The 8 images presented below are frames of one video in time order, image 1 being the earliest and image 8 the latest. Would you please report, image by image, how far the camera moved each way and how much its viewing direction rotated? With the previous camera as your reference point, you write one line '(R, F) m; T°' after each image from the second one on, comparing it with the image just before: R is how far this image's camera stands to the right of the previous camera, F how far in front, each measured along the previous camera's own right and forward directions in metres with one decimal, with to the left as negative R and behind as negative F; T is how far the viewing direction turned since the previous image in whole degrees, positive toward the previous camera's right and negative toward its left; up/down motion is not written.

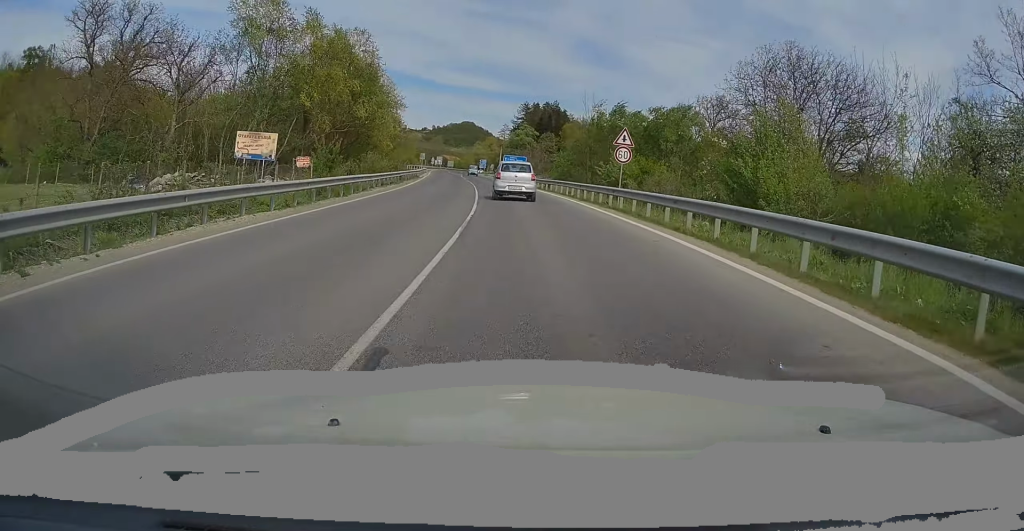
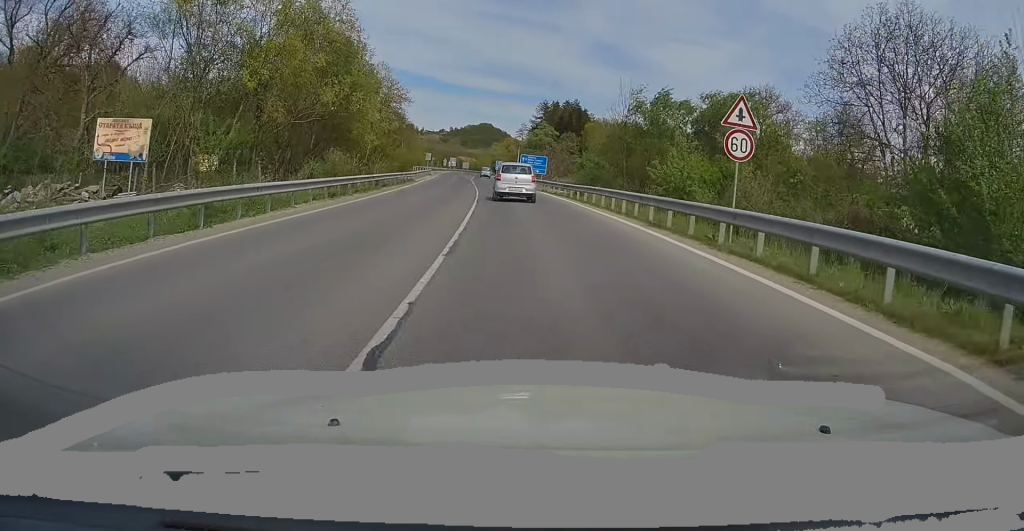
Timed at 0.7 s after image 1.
(-0.7, +12.3) m; -2°
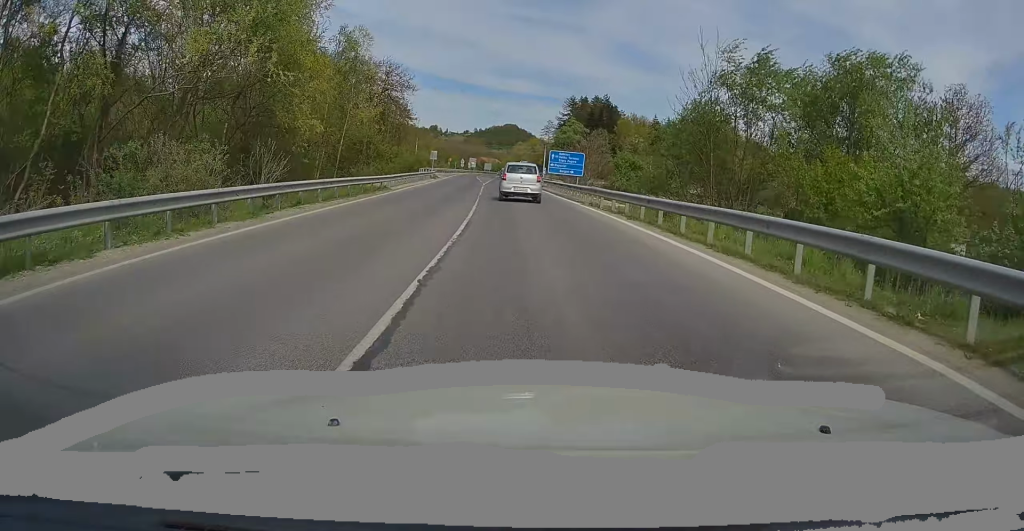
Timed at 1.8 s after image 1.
(-0.2, +17.4) m; -1°
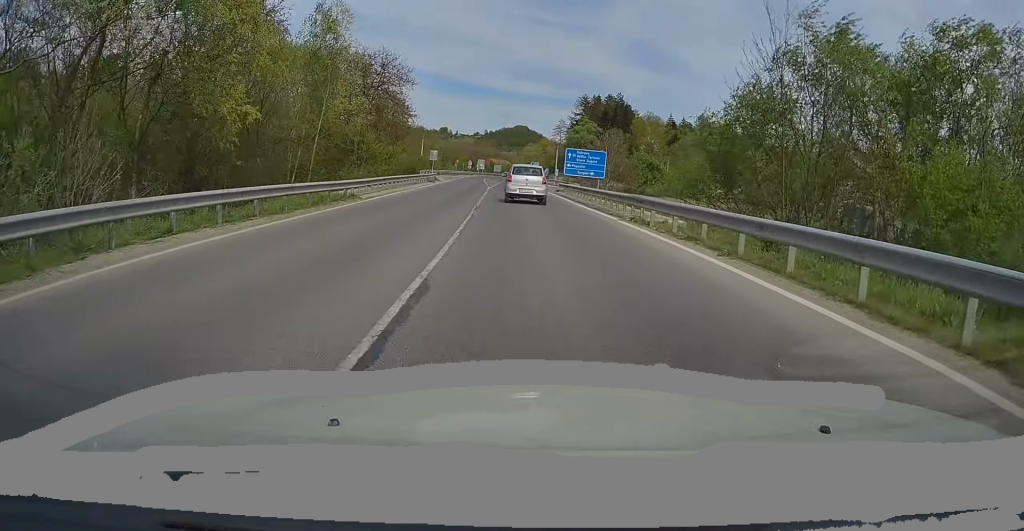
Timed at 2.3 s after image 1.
(0.0, +8.0) m; -1°
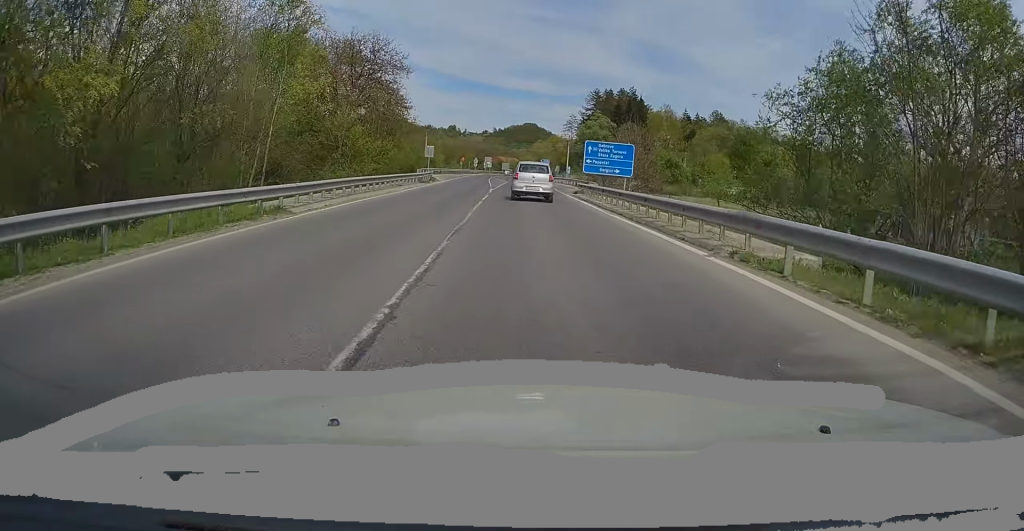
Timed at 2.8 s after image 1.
(+0.1, +8.4) m; -1°
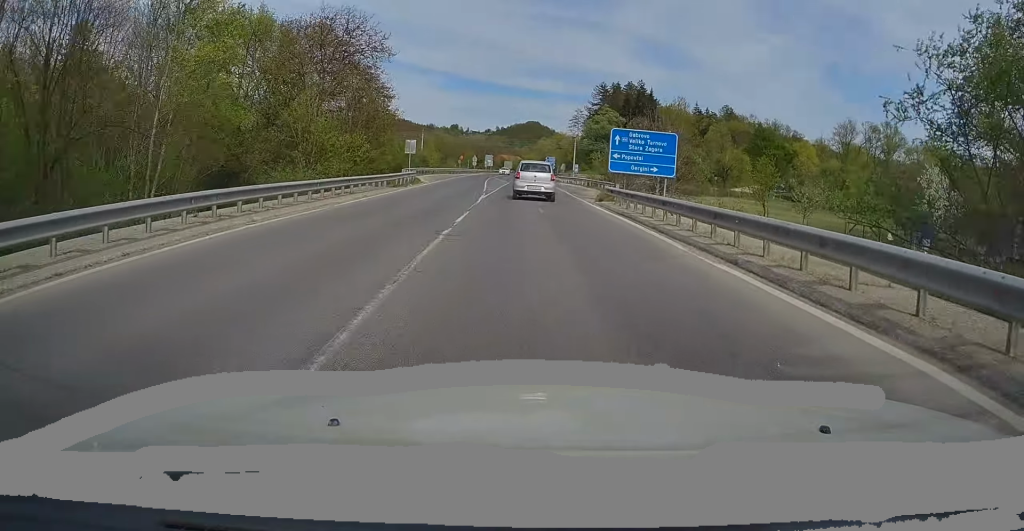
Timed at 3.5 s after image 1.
(-0.3, +10.4) m; -1°
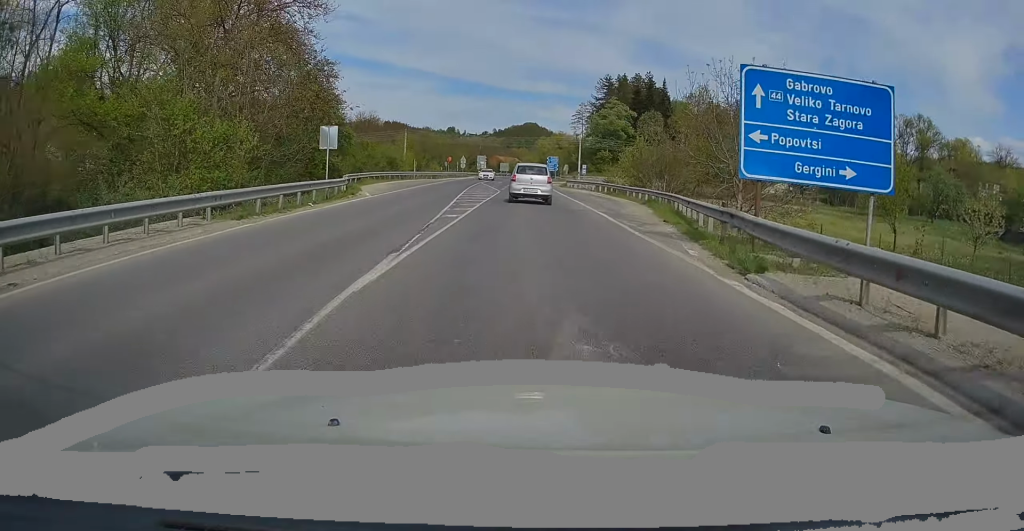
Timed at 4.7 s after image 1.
(-0.2, +18.0) m; -1°
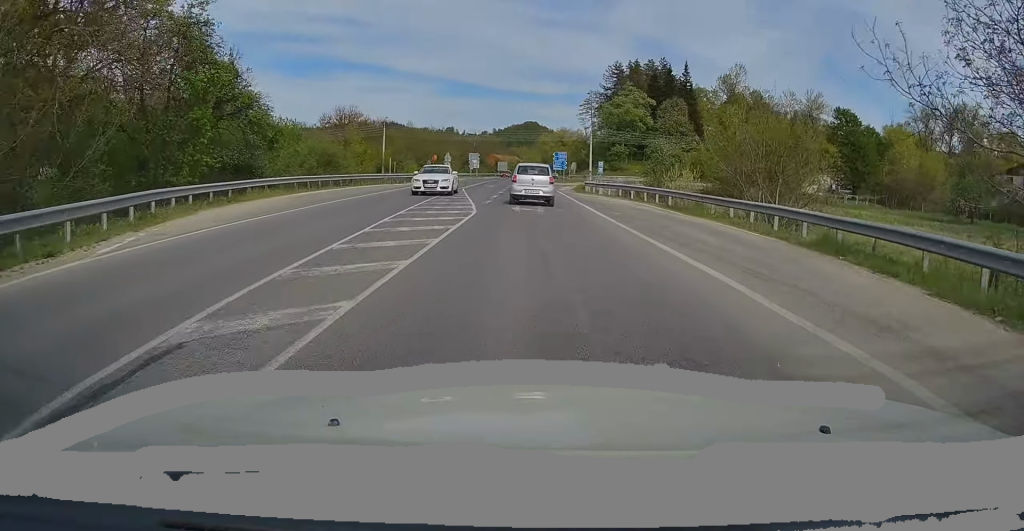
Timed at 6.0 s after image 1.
(0.0, +19.8) m; +2°
